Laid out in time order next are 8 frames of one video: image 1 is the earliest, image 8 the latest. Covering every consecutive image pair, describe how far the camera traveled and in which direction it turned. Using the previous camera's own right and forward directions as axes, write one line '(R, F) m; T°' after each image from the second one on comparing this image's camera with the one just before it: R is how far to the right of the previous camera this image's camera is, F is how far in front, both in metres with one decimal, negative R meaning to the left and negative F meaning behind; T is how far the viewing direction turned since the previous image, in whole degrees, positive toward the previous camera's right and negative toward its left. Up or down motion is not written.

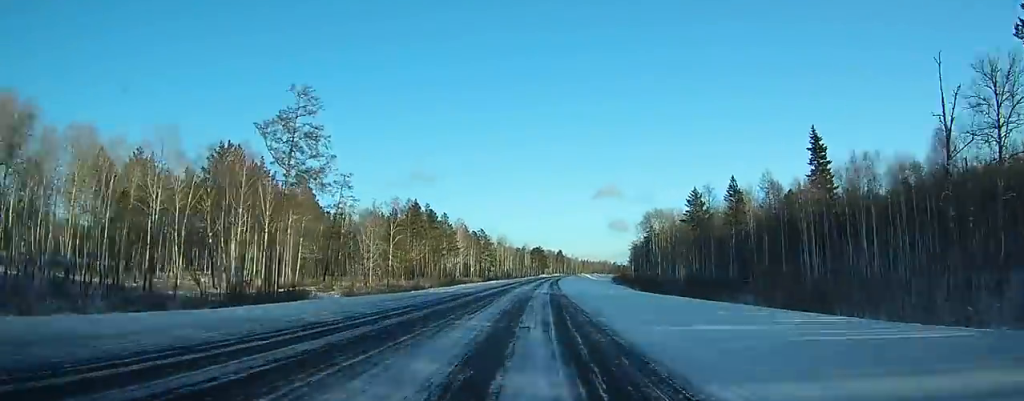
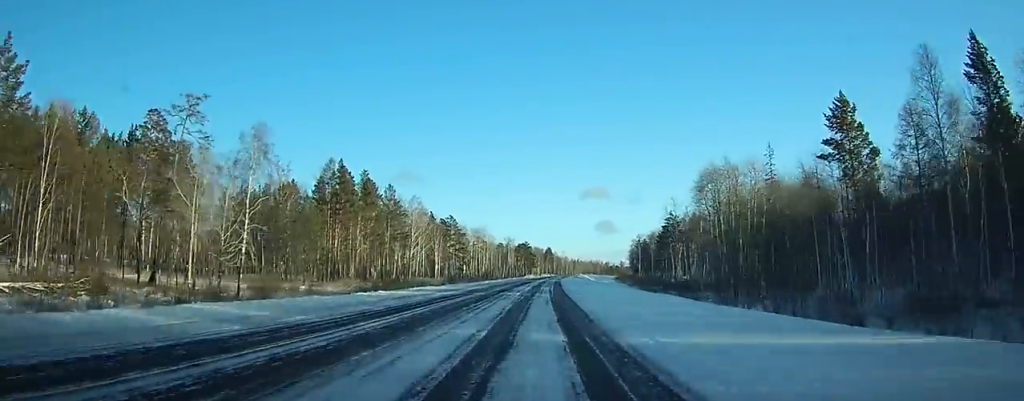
(+0.3, +59.1) m; +1°
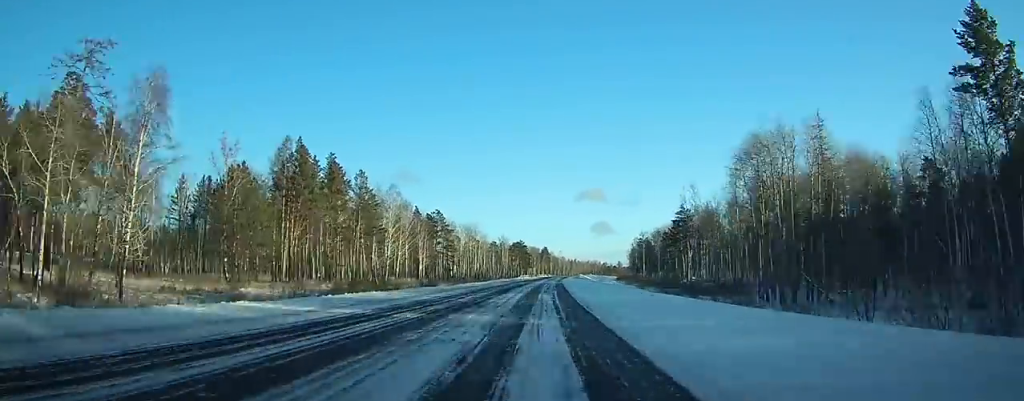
(+0.3, +19.9) m; +1°
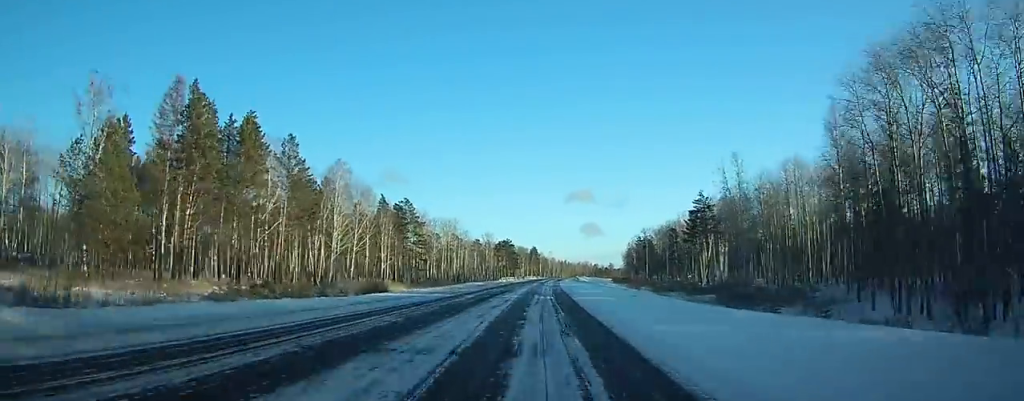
(+0.2, +30.5) m; +1°
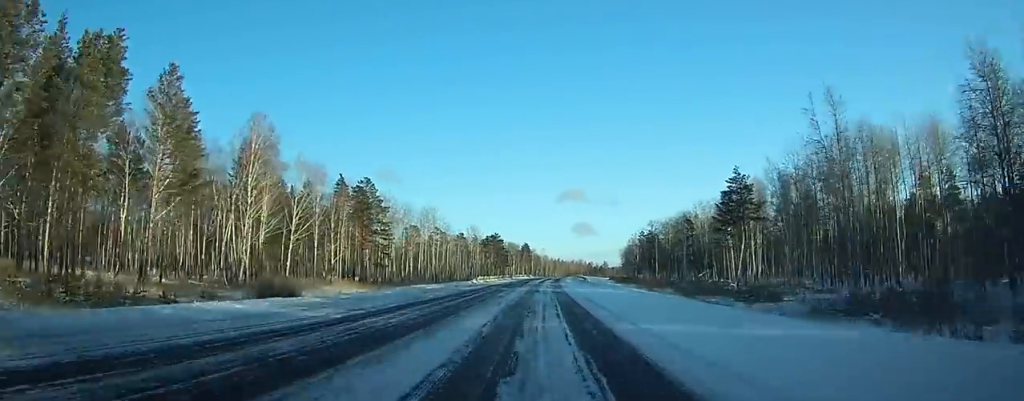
(+0.2, +30.4) m; +1°
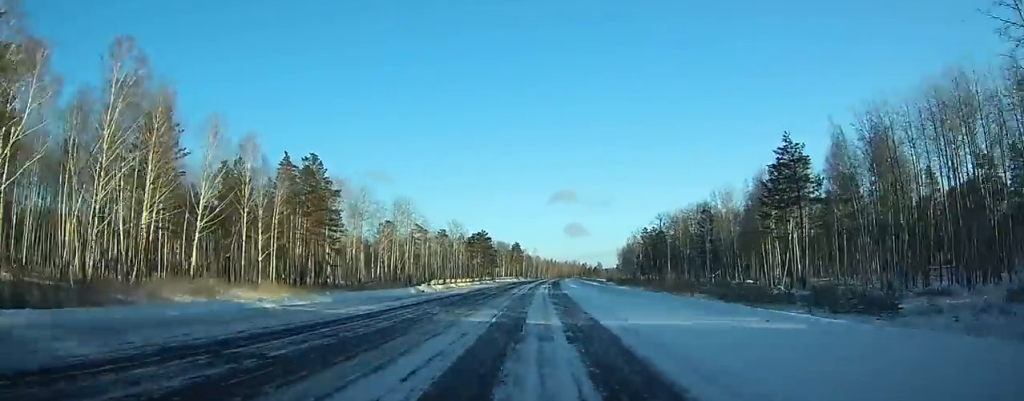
(+0.2, +27.2) m; +1°
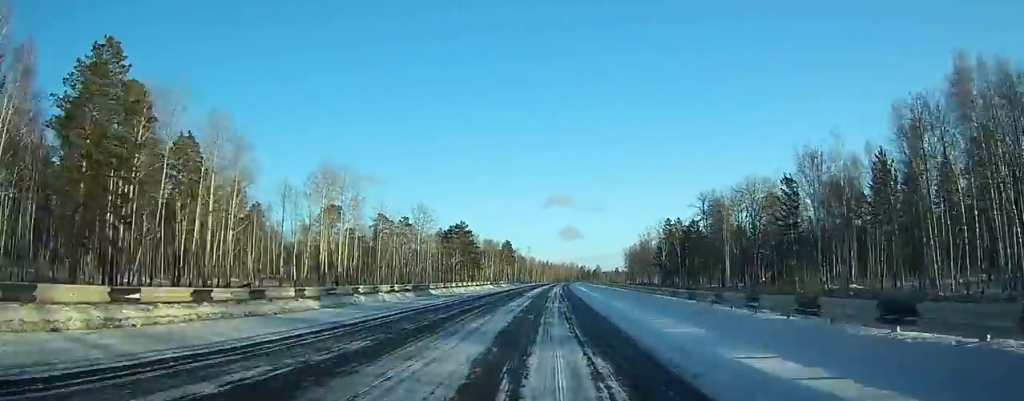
(+0.6, +52.7) m; +1°
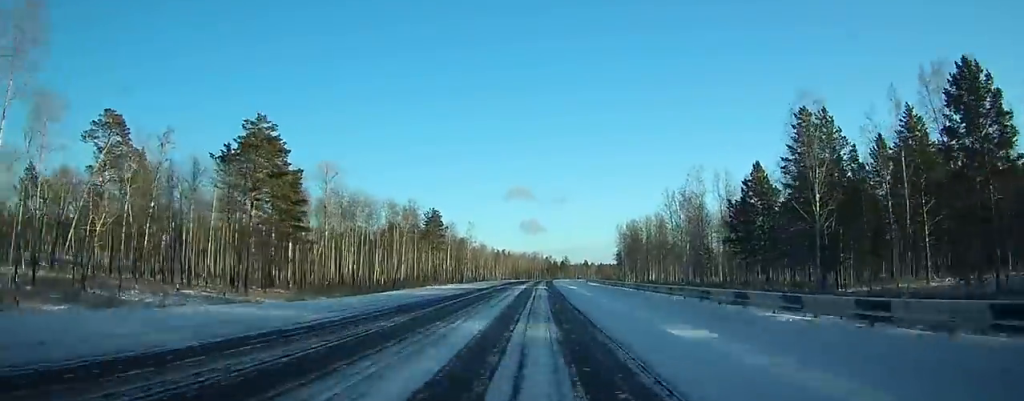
(+4.4, +125.2) m; +4°
